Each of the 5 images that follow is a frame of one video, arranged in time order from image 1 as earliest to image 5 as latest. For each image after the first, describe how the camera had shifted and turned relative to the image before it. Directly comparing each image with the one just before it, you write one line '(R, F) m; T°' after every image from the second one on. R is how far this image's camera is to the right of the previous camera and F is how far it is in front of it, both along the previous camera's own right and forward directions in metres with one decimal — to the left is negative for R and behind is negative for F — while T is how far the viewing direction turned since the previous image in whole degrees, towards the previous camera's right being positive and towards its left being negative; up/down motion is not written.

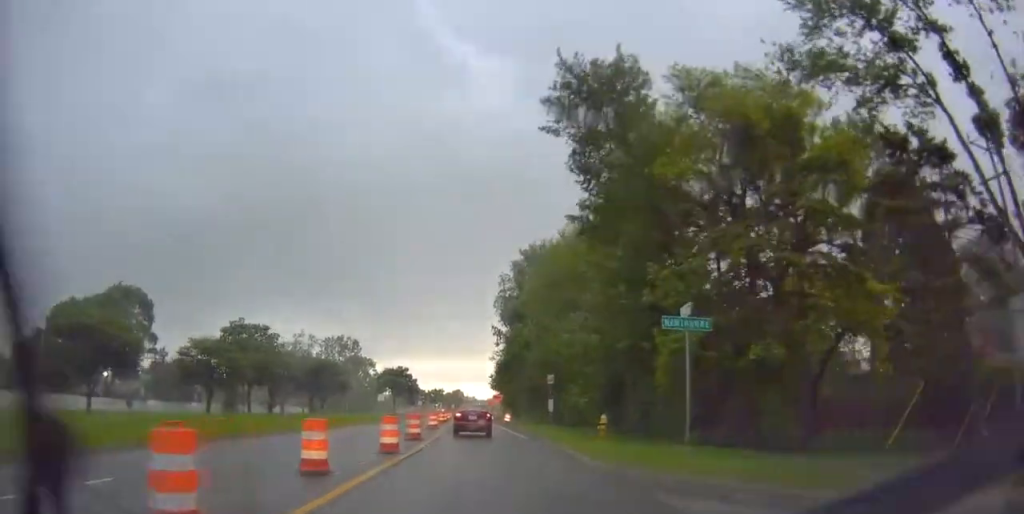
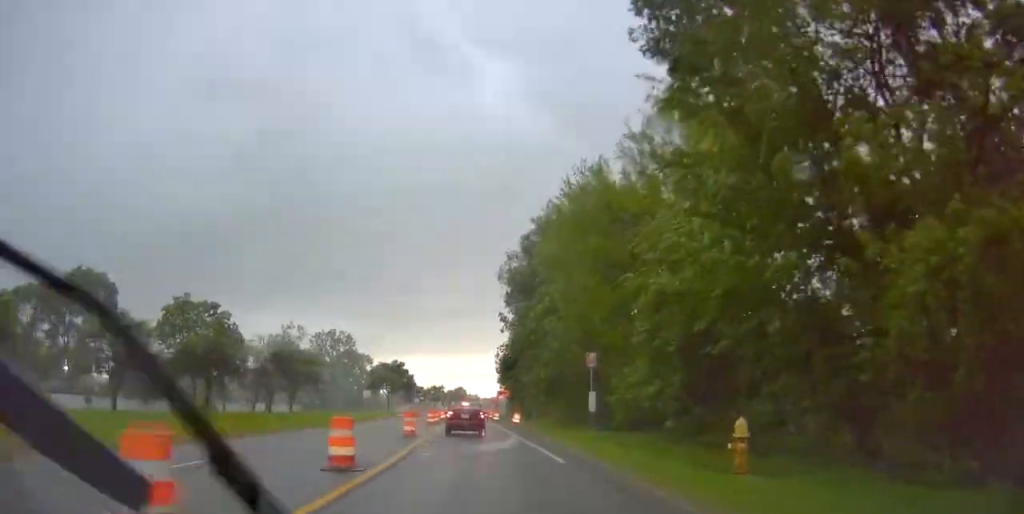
(0.0, +10.0) m; -1°
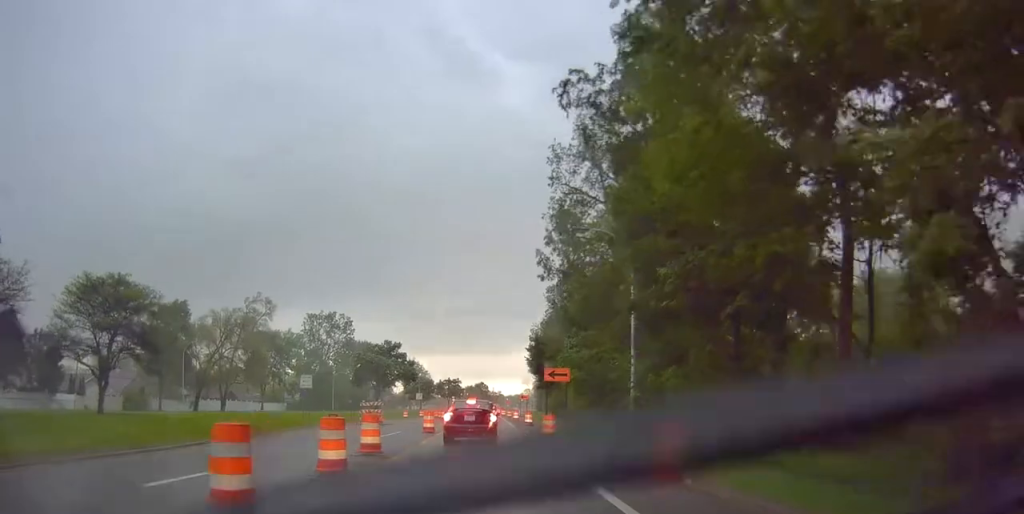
(-0.7, +31.8) m; 0°
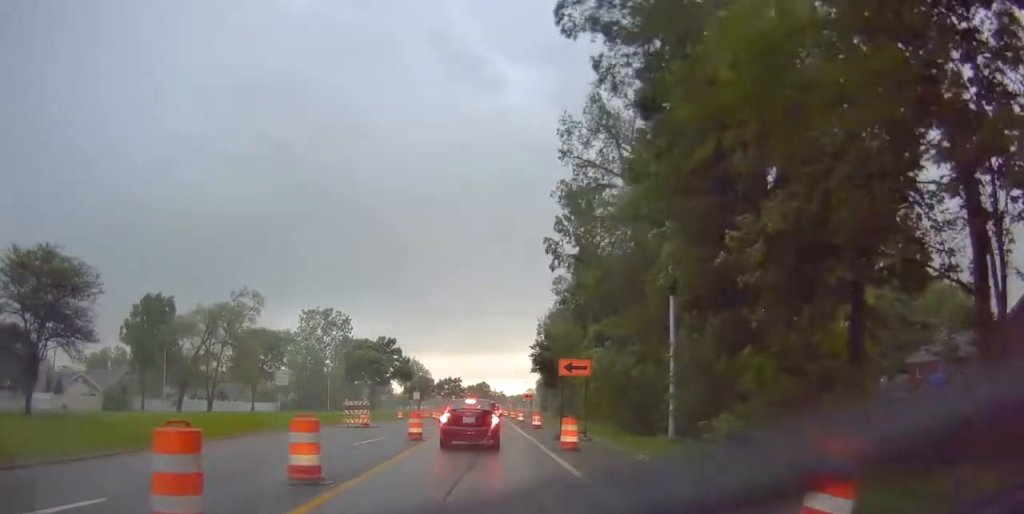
(0.0, +7.3) m; -3°
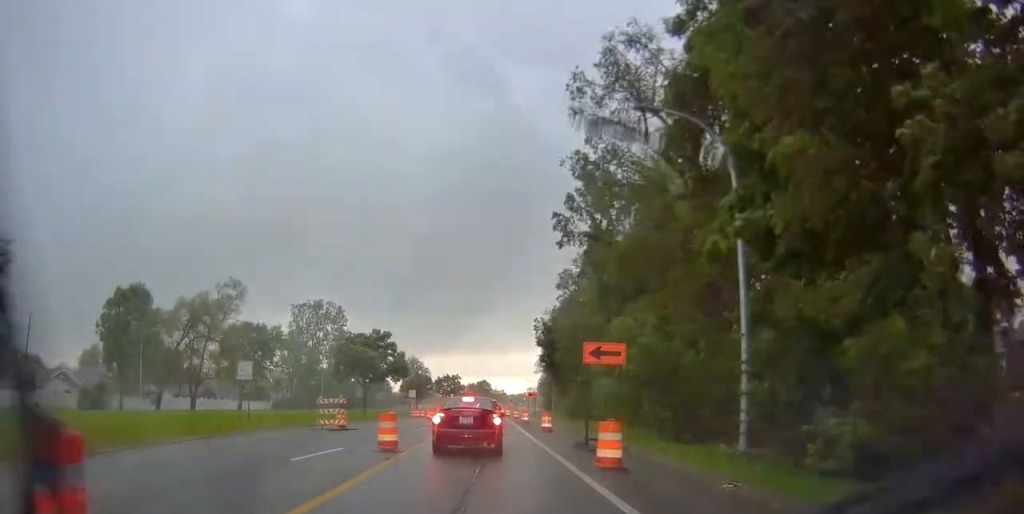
(-0.6, +10.7) m; -2°
